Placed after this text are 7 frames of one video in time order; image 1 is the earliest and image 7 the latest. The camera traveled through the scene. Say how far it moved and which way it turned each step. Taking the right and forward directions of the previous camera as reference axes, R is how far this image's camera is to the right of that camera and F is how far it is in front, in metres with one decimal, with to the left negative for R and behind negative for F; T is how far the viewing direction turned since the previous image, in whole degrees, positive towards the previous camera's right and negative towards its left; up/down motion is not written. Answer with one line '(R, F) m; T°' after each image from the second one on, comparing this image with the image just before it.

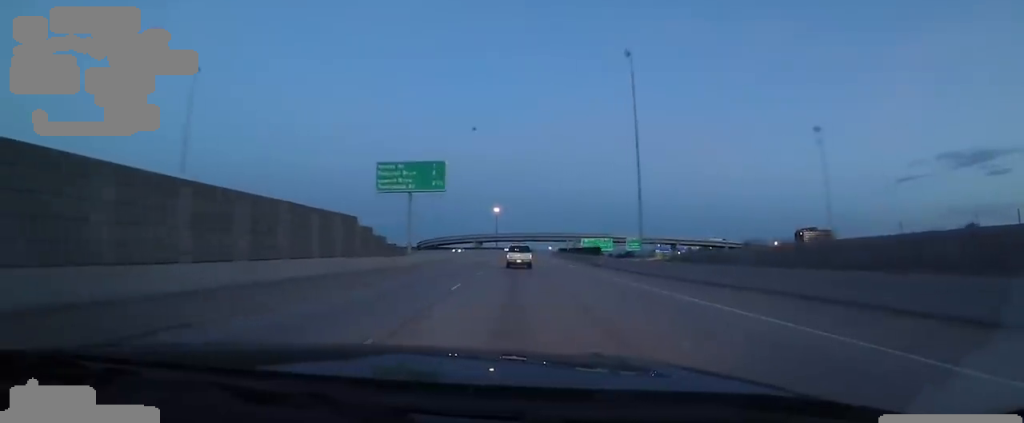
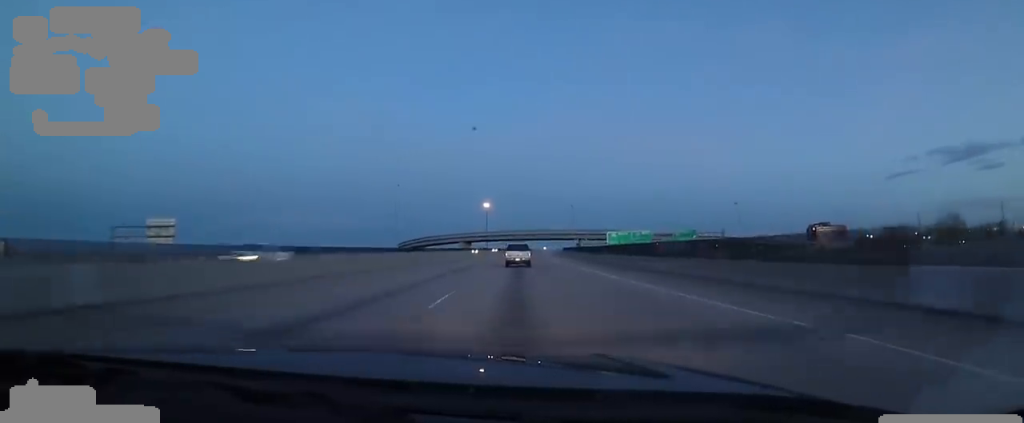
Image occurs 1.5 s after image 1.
(0.0, +41.4) m; 0°
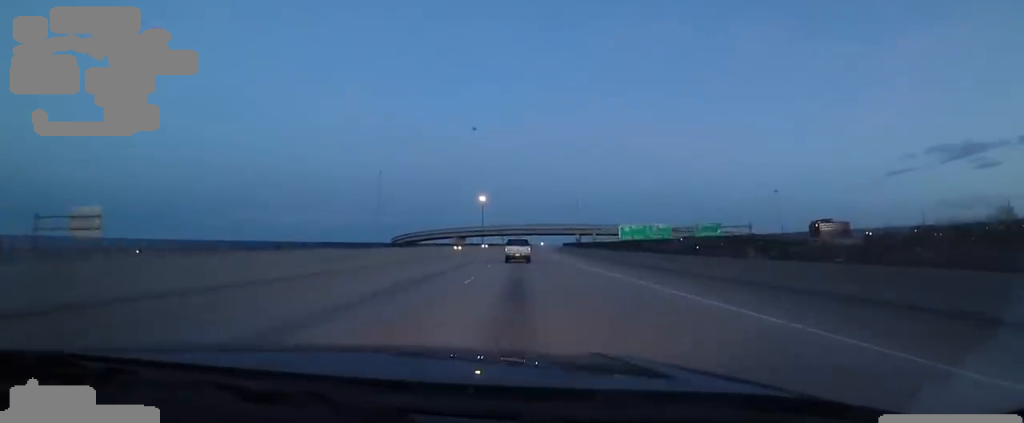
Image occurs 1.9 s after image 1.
(0.0, +11.8) m; 0°
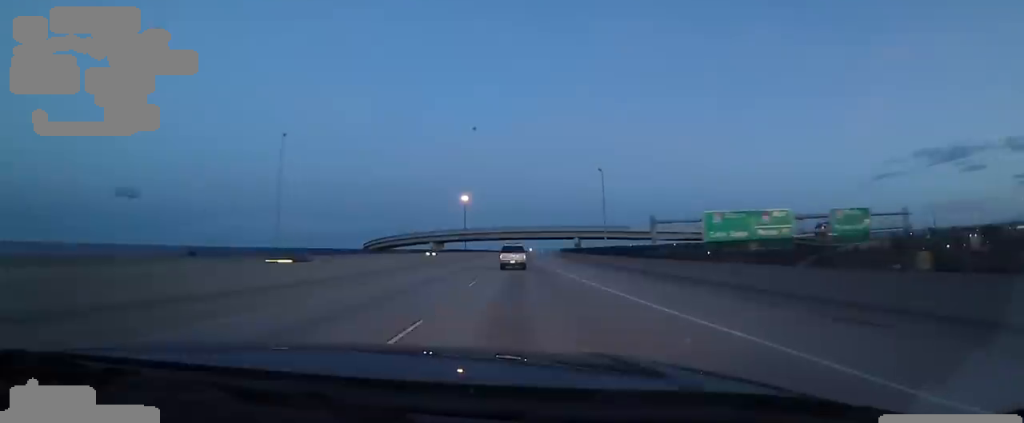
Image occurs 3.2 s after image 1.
(0.0, +35.0) m; +3°
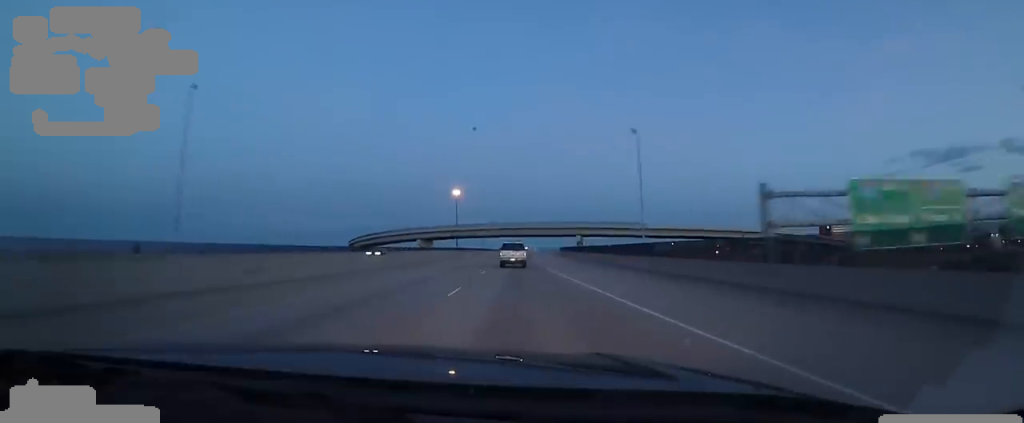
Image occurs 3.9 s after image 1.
(+0.8, +17.0) m; +2°
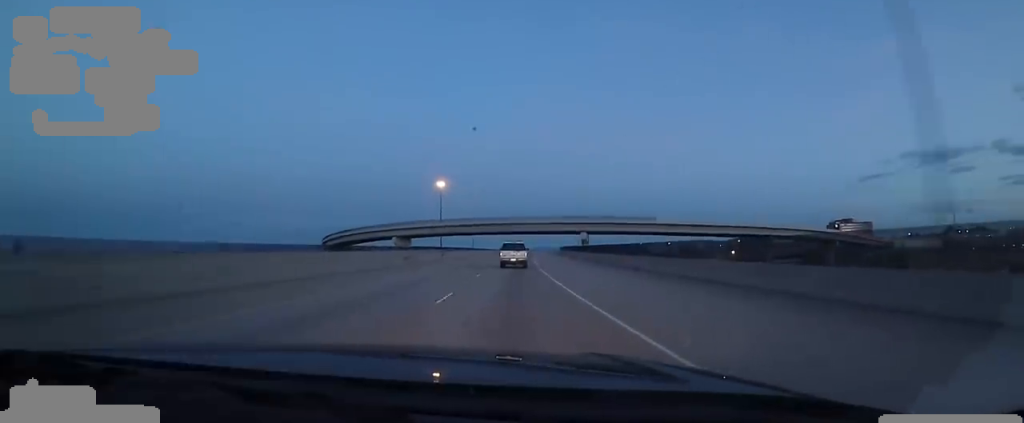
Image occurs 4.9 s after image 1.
(+0.6, +26.9) m; 0°
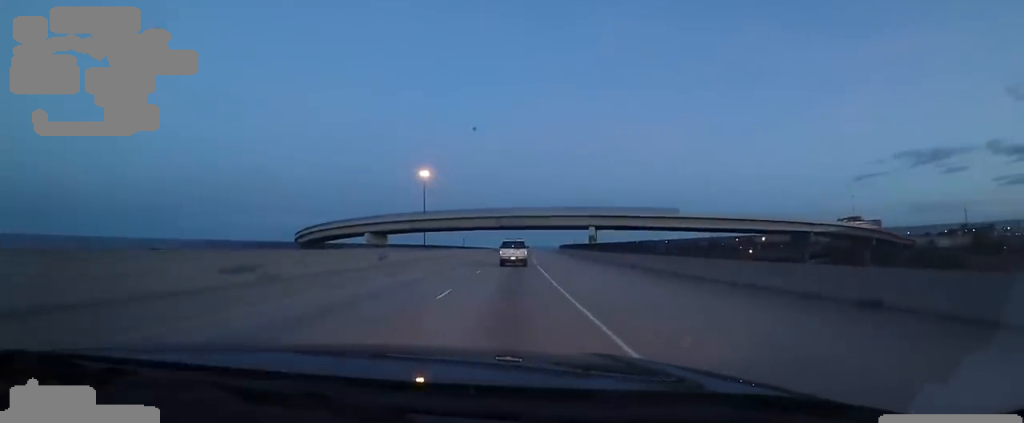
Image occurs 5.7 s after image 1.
(-0.6, +23.2) m; -1°
